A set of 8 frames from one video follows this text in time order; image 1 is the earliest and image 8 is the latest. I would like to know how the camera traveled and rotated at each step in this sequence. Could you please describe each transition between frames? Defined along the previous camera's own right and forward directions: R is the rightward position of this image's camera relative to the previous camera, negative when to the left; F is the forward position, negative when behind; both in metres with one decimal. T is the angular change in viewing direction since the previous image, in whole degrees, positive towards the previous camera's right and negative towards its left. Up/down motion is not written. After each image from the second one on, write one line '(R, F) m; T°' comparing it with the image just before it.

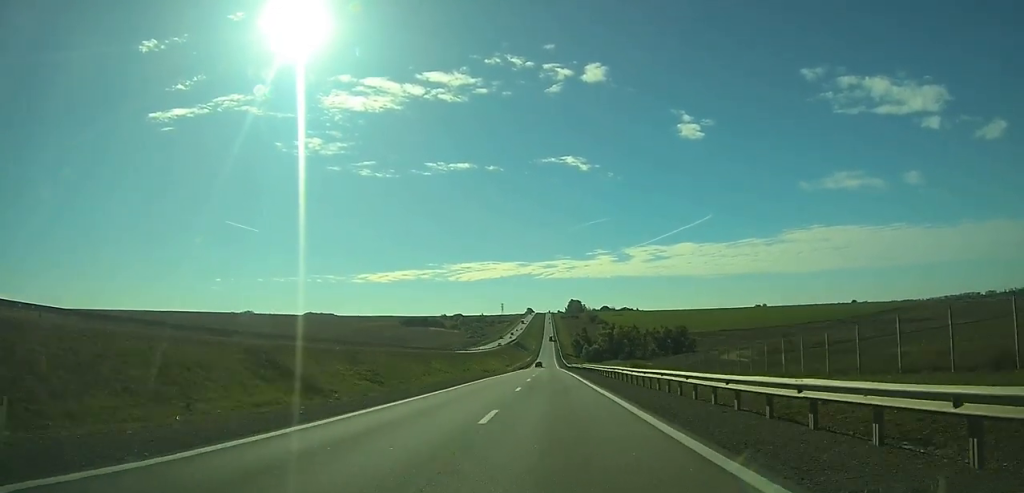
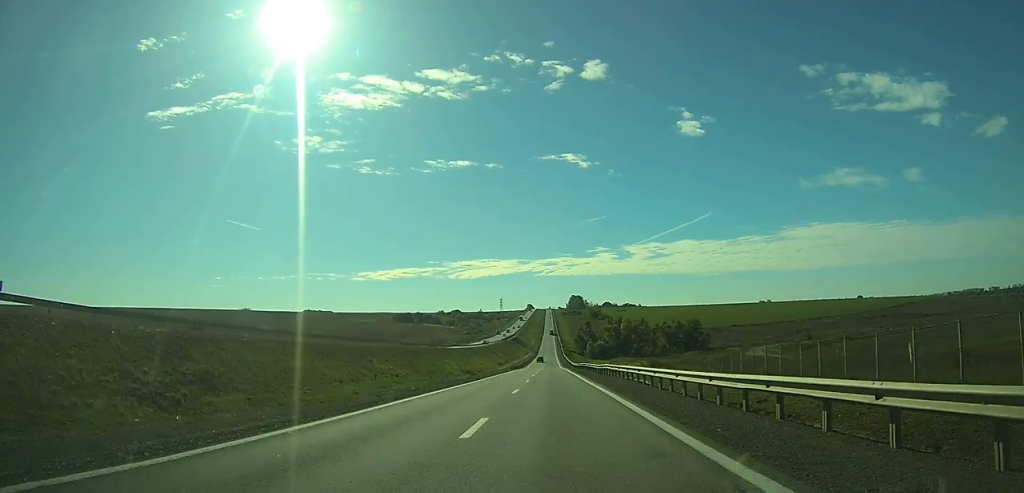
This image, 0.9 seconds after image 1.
(0.0, +26.4) m; 0°
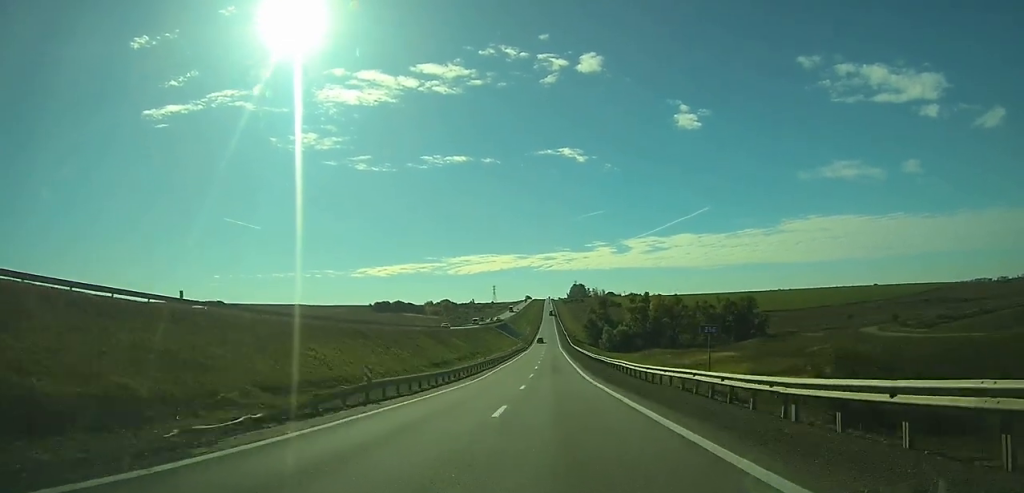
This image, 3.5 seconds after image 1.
(0.0, +79.7) m; 0°
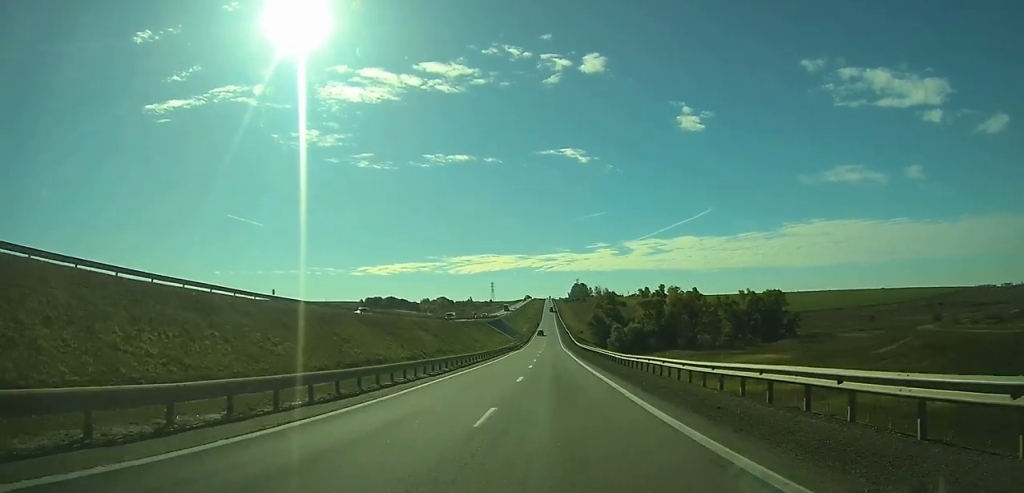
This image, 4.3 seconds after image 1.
(0.0, +26.8) m; 0°
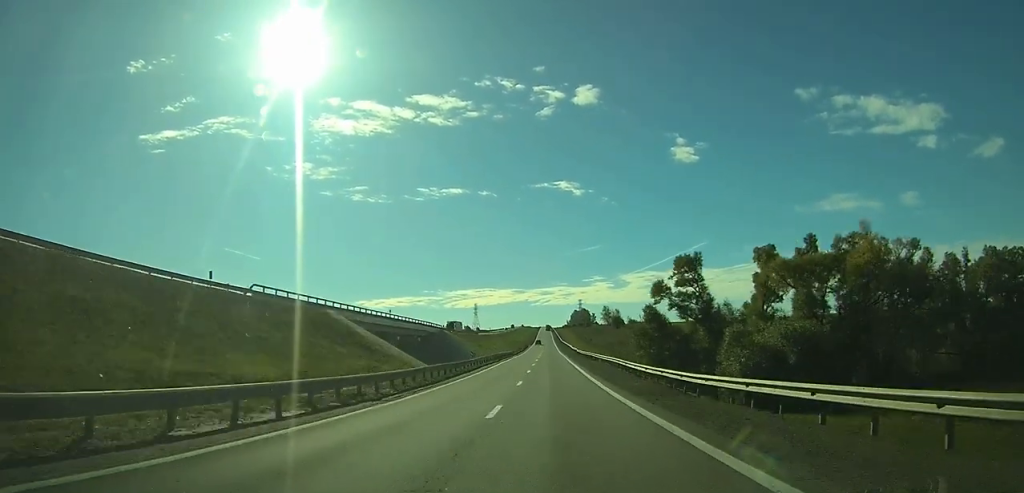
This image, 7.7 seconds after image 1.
(+0.2, +105.2) m; 0°
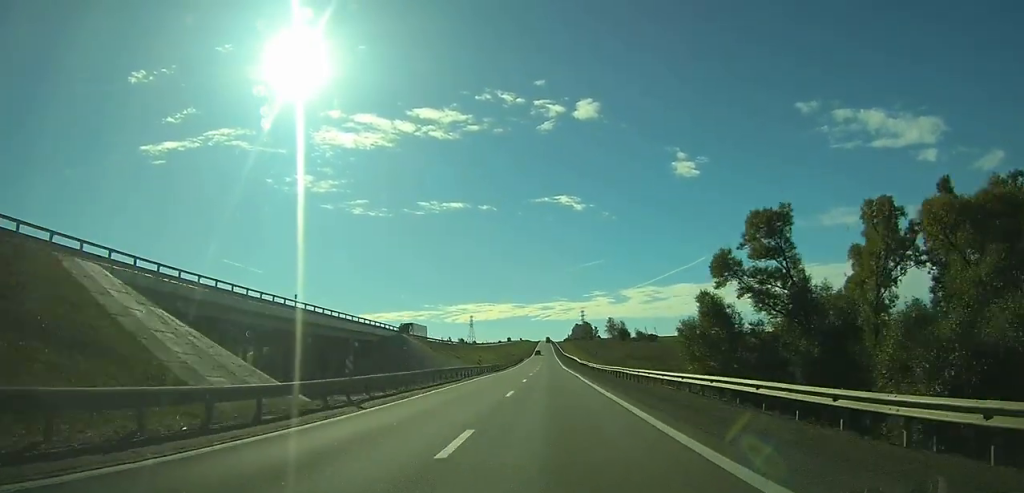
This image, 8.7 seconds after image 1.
(0.0, +28.8) m; 0°
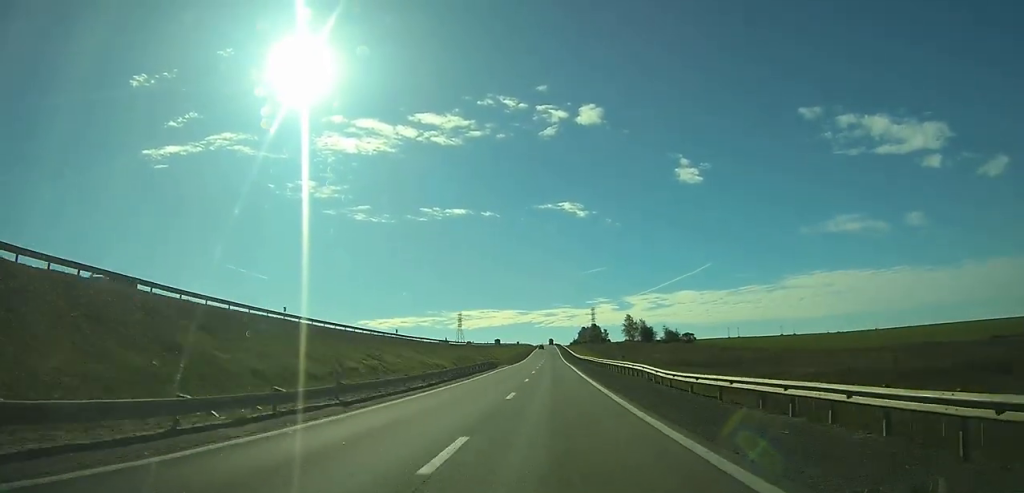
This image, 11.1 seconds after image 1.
(-0.1, +73.5) m; 0°
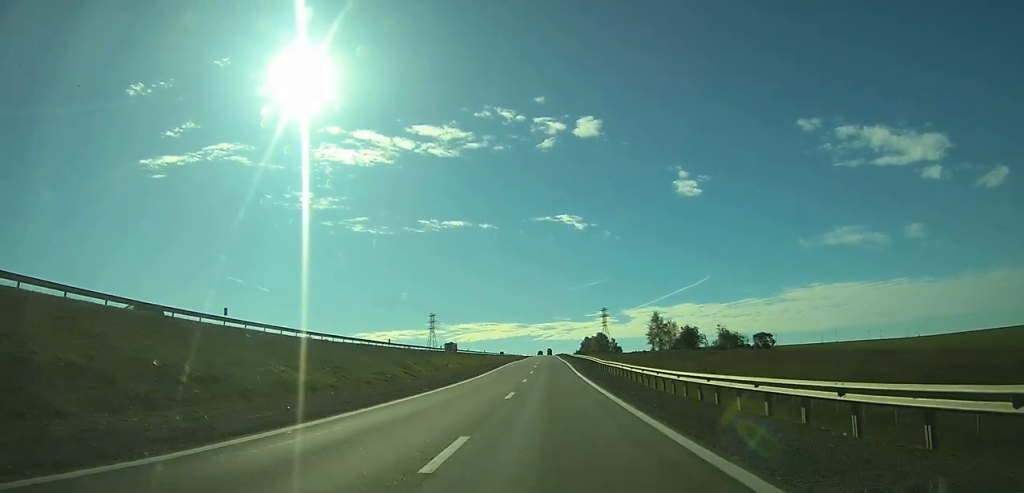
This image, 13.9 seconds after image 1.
(+0.1, +84.0) m; 0°
